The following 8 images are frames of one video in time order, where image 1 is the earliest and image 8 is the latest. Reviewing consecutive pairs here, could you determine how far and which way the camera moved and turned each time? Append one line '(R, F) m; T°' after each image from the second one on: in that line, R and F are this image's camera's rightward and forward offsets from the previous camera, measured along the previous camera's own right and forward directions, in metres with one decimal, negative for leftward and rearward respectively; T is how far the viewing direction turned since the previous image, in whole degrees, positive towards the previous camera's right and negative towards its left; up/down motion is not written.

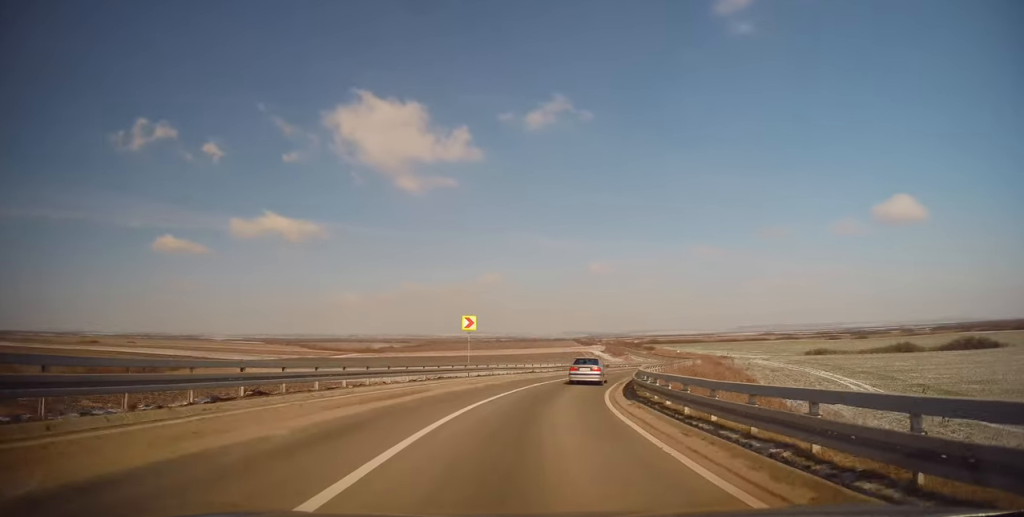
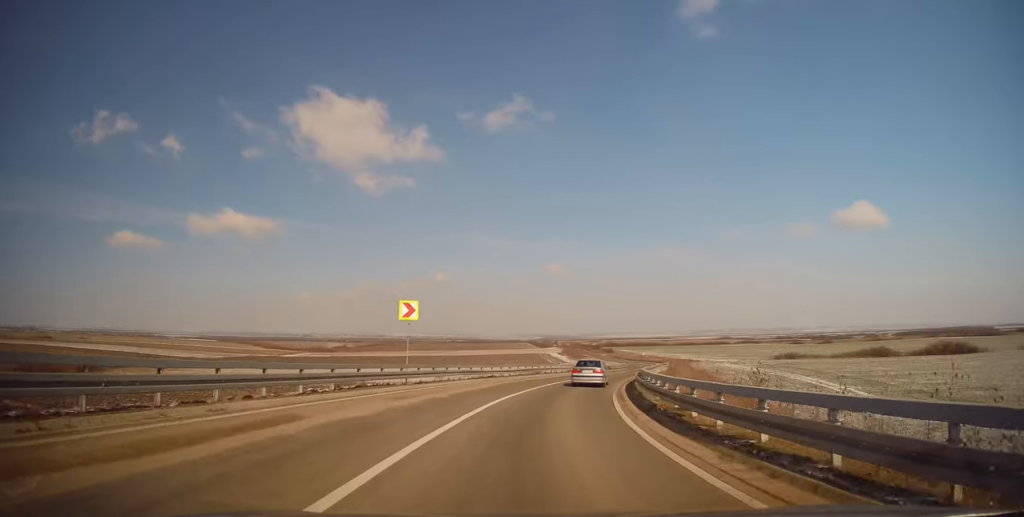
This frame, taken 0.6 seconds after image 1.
(+0.1, +8.7) m; +5°
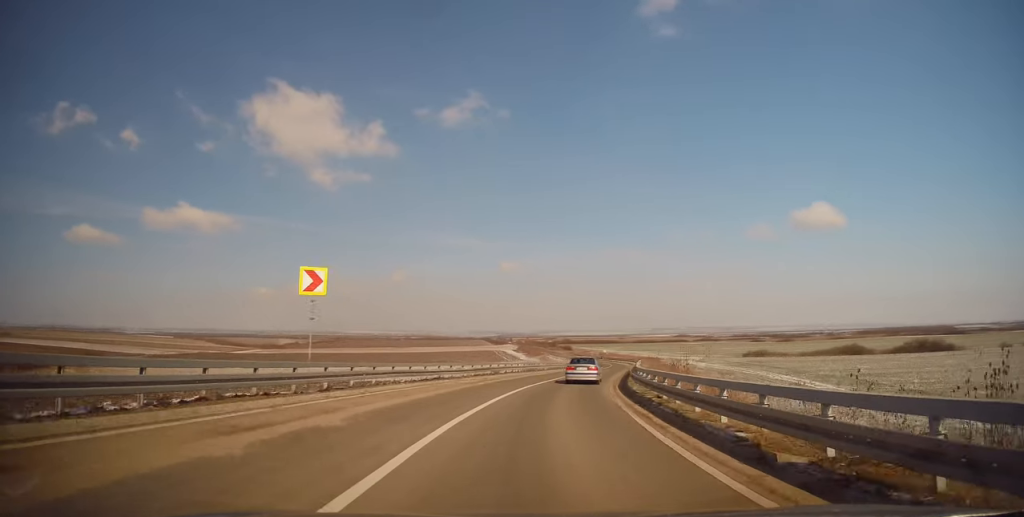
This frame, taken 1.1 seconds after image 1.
(+0.5, +8.0) m; +4°
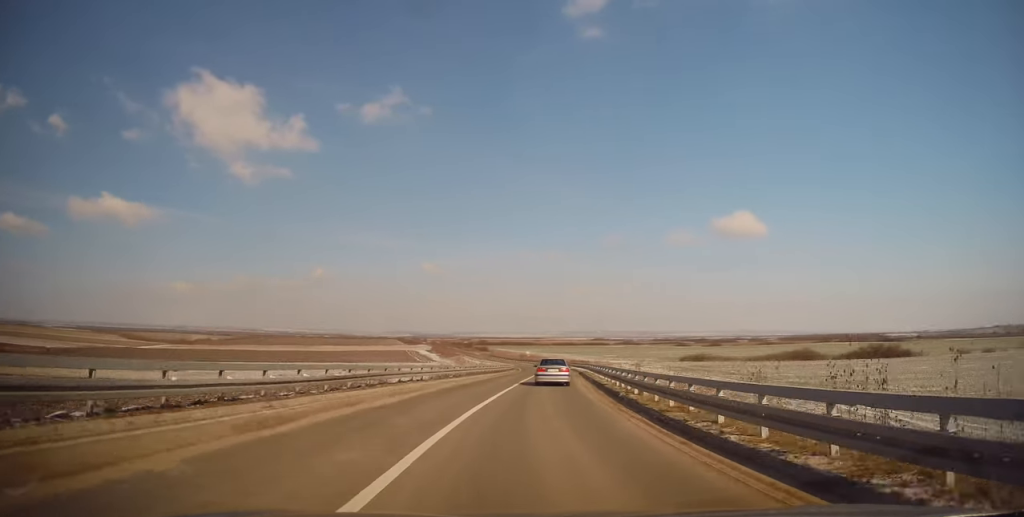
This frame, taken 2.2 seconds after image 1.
(+1.3, +16.0) m; +8°
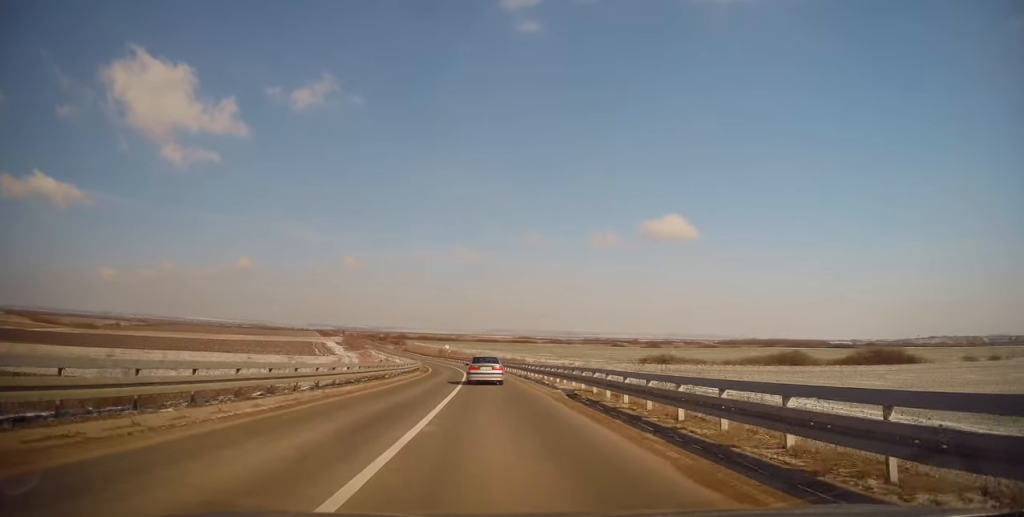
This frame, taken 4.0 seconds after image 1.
(+3.1, +30.9) m; +9°
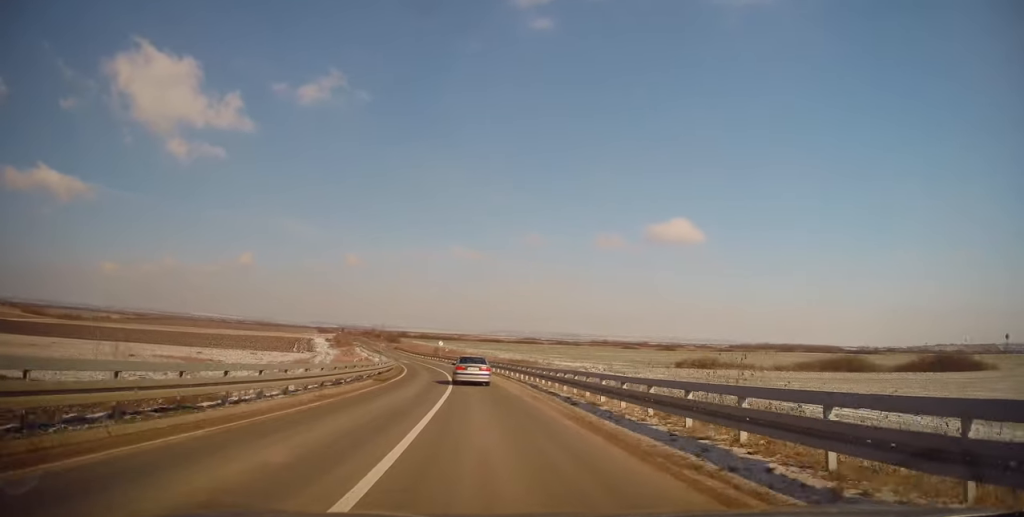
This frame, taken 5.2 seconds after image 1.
(0.0, +21.4) m; -1°
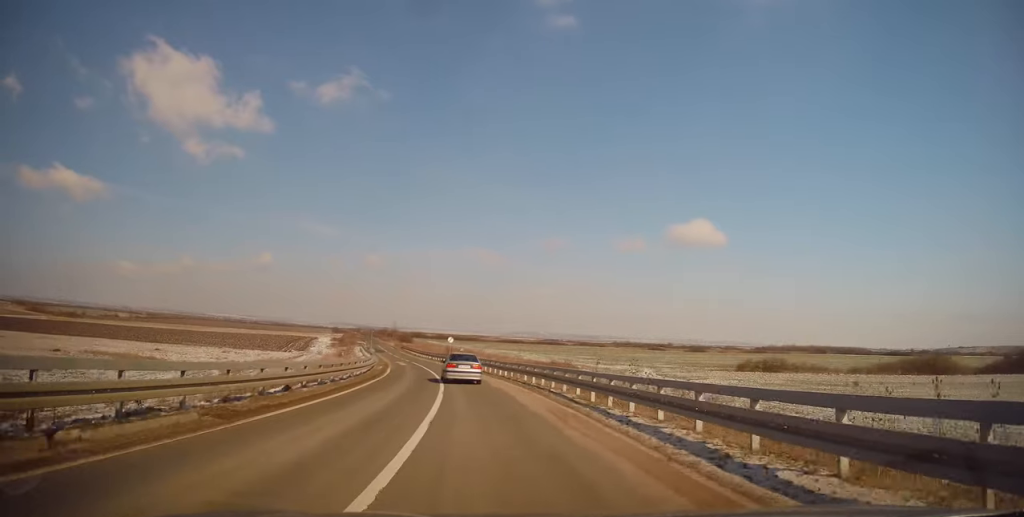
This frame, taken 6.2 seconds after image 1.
(-0.3, +18.4) m; -2°
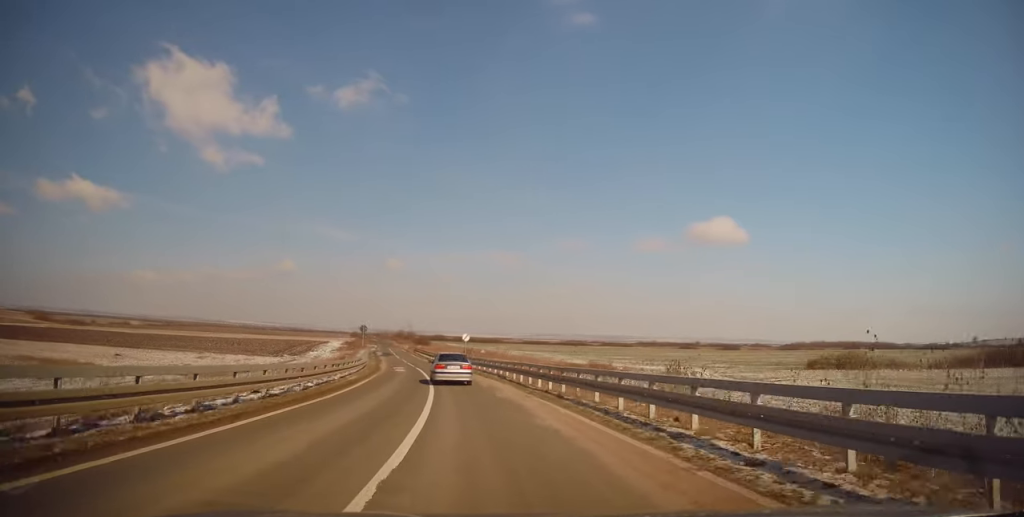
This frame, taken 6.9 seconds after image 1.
(+0.2, +13.9) m; -2°
